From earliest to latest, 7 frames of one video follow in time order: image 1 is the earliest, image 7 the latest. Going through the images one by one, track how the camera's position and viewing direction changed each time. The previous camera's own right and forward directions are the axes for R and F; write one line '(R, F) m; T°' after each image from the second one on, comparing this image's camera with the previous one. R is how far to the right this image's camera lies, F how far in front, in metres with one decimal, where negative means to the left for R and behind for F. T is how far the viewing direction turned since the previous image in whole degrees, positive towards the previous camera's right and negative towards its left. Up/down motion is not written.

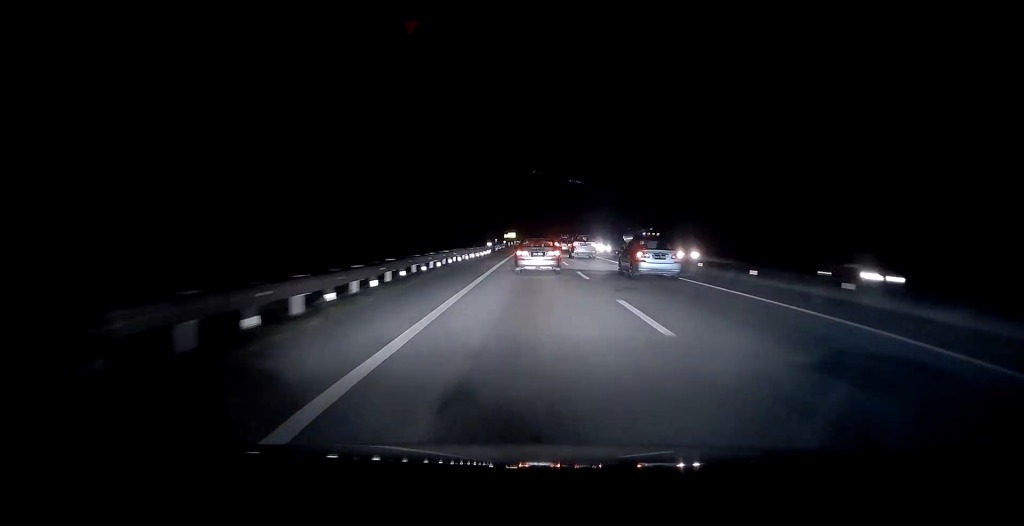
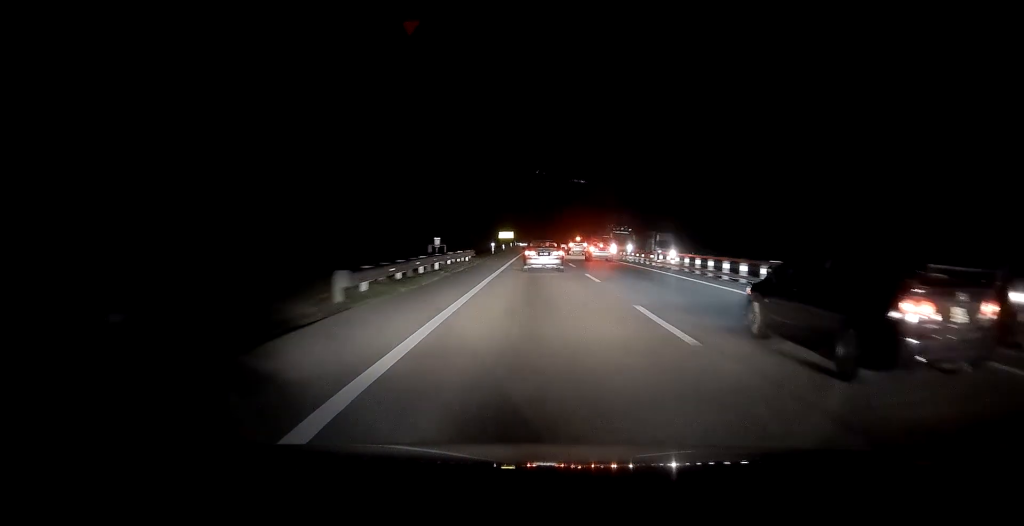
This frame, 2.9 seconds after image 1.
(-0.2, +61.2) m; 0°
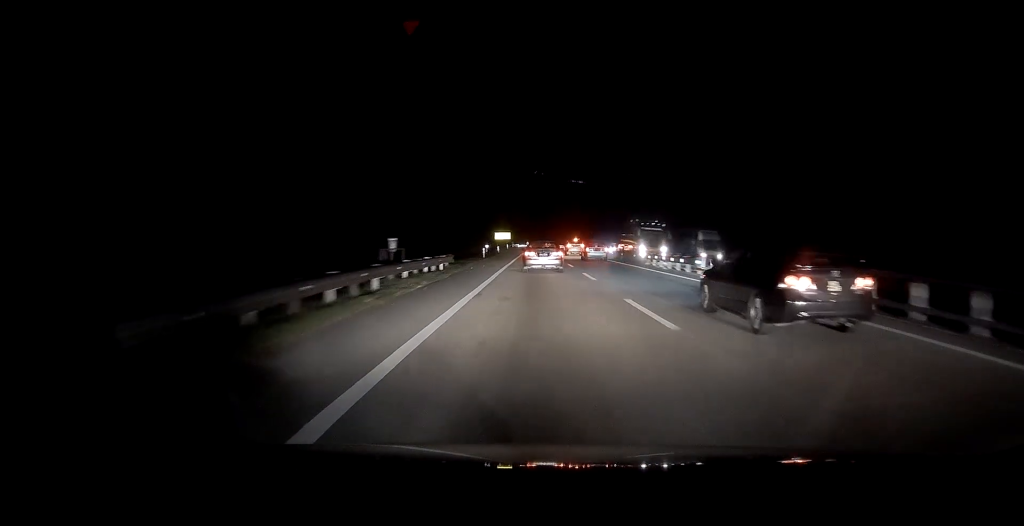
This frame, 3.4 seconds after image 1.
(0.0, +10.5) m; 0°
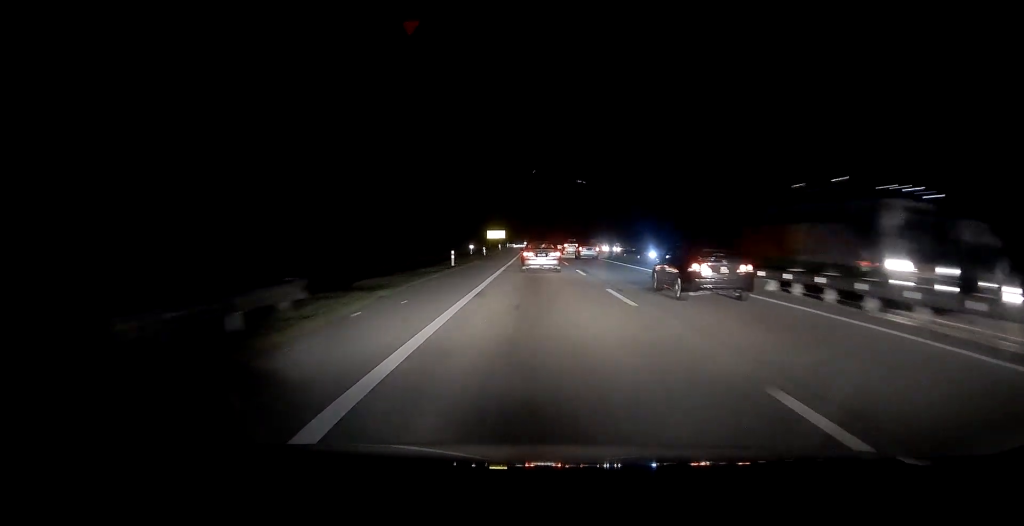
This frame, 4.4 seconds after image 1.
(0.0, +20.5) m; +1°
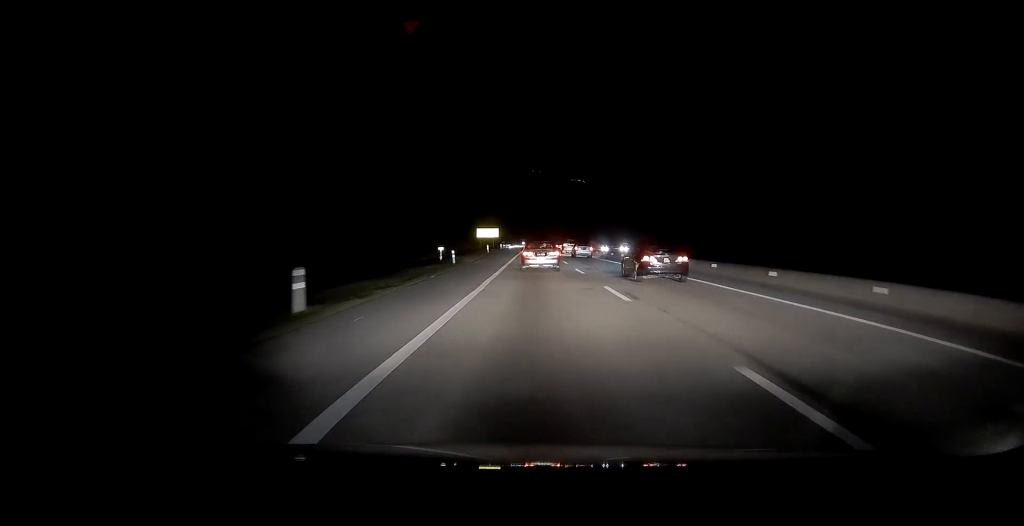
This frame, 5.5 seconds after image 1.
(+0.6, +23.3) m; +1°
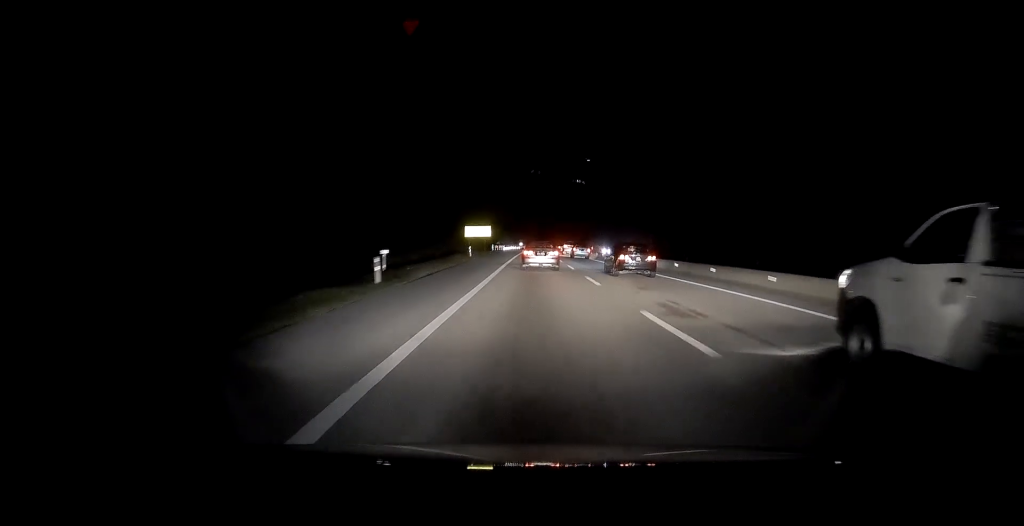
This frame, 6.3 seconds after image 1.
(-0.2, +18.3) m; -1°
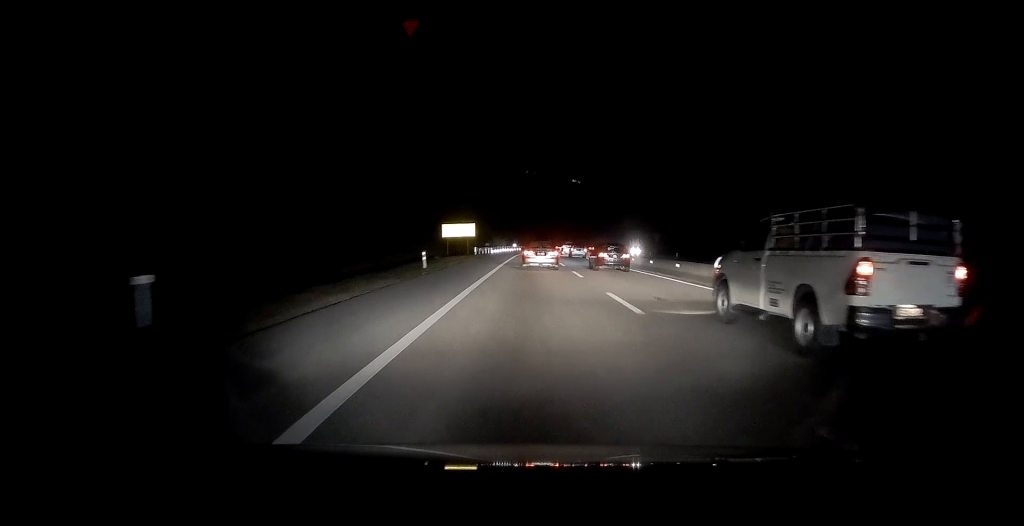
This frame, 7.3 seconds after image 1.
(-0.2, +19.7) m; -1°
